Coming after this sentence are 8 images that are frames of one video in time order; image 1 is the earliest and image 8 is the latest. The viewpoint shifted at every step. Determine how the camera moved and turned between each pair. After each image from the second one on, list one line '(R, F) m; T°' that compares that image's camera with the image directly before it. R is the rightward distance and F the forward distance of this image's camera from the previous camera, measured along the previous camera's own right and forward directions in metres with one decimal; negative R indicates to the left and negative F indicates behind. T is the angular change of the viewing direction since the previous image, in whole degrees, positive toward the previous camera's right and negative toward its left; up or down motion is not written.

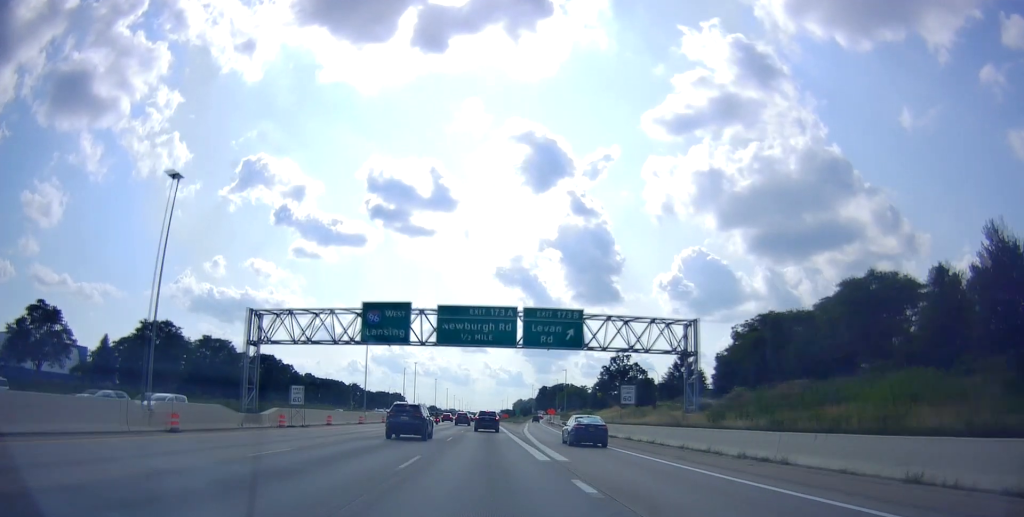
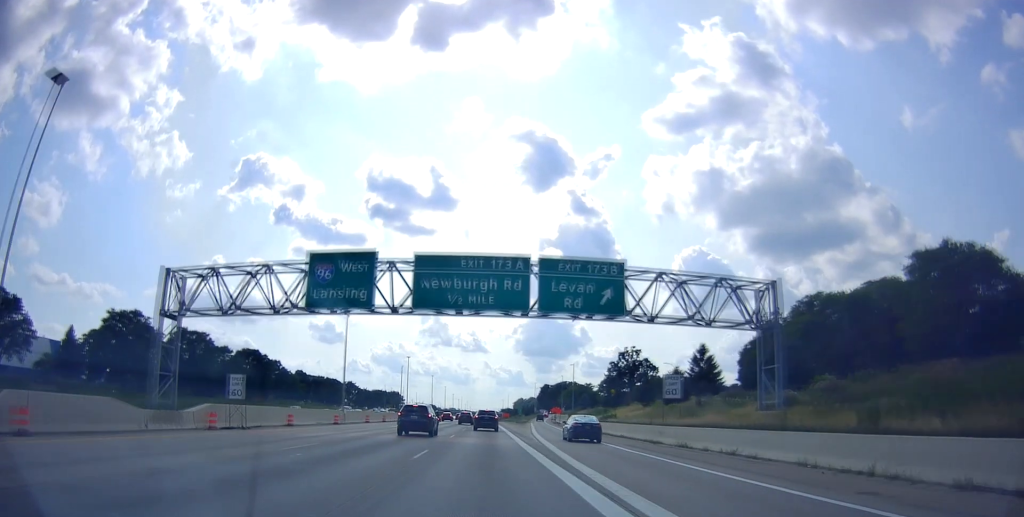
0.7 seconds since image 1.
(0.0, +12.2) m; 0°
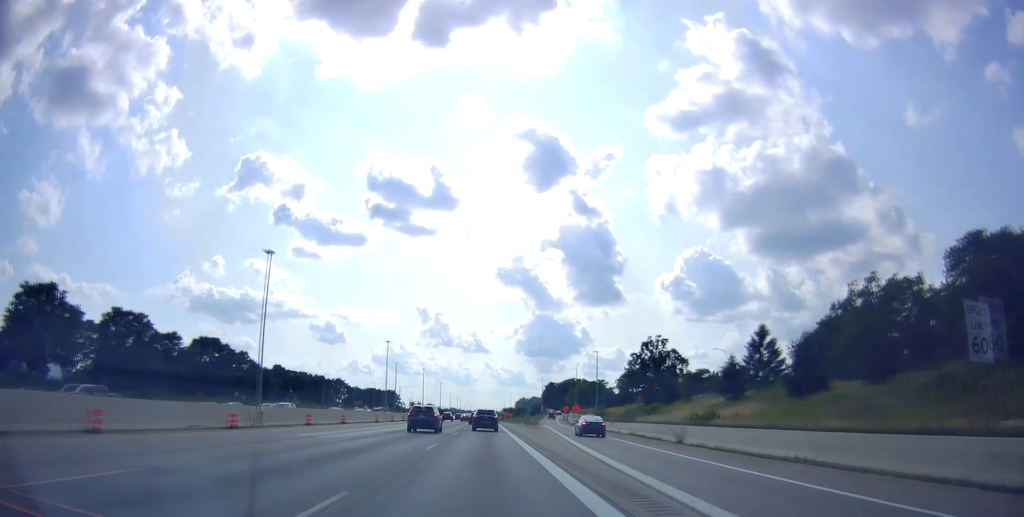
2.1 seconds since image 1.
(0.0, +26.3) m; 0°
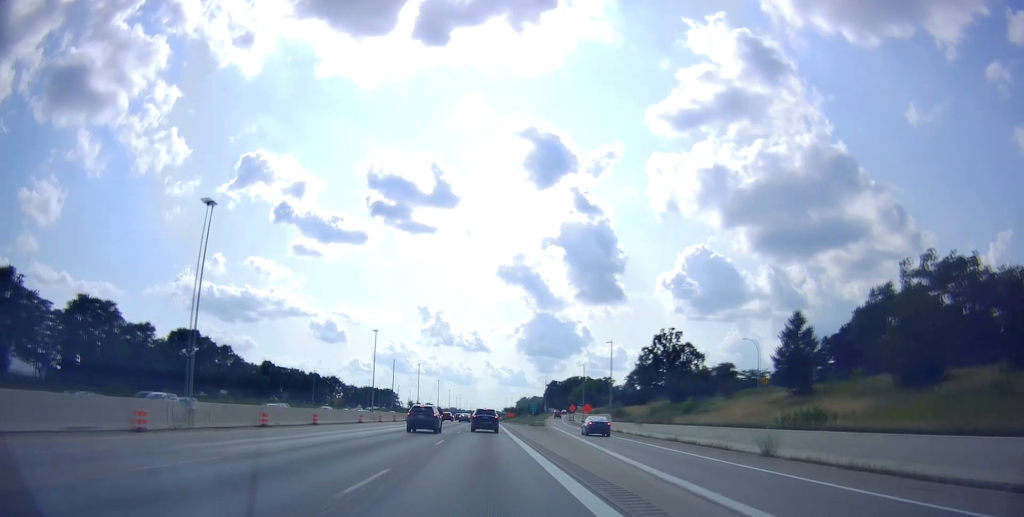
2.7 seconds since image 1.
(0.0, +10.9) m; +1°
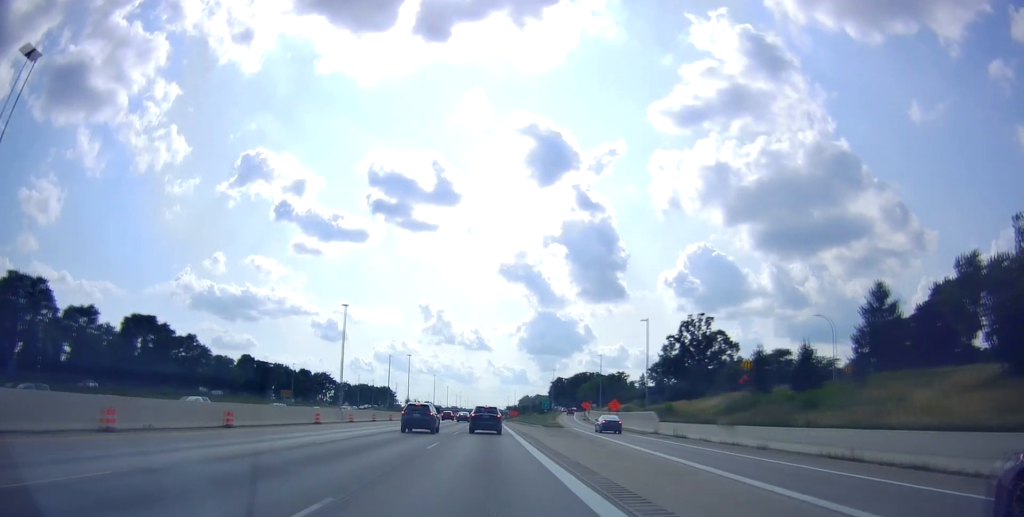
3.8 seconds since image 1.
(+0.3, +19.2) m; +2°
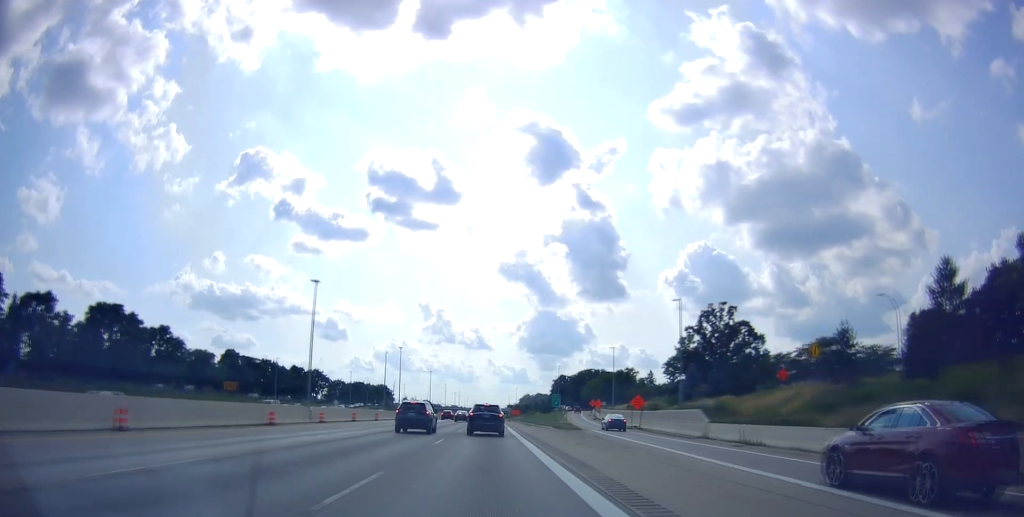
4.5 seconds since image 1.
(+0.1, +12.4) m; 0°
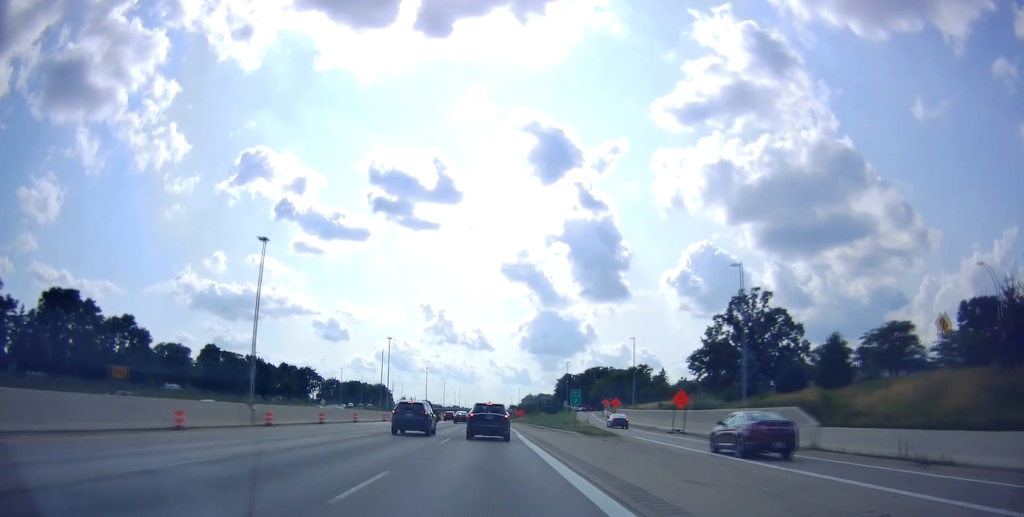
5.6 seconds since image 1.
(-0.2, +15.4) m; -3°
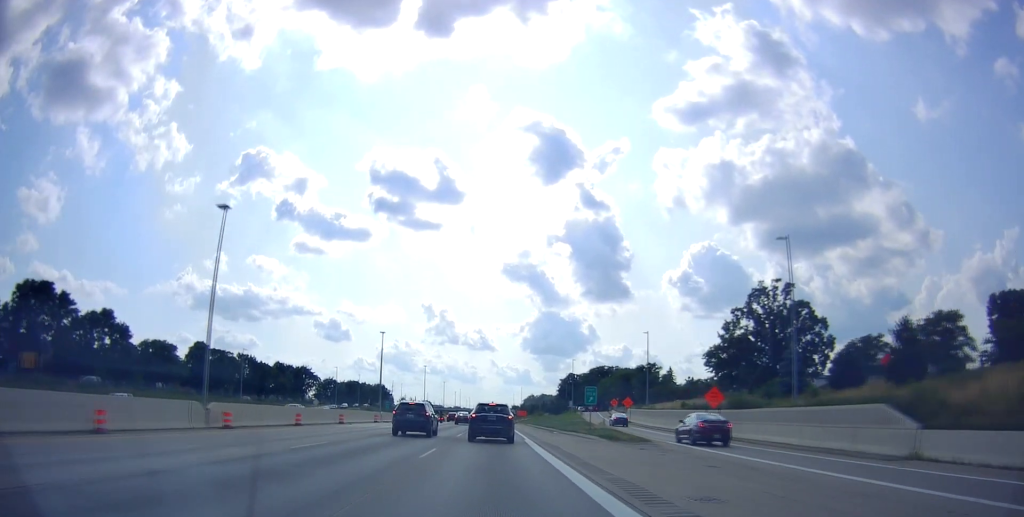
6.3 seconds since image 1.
(-0.3, +8.3) m; -2°
